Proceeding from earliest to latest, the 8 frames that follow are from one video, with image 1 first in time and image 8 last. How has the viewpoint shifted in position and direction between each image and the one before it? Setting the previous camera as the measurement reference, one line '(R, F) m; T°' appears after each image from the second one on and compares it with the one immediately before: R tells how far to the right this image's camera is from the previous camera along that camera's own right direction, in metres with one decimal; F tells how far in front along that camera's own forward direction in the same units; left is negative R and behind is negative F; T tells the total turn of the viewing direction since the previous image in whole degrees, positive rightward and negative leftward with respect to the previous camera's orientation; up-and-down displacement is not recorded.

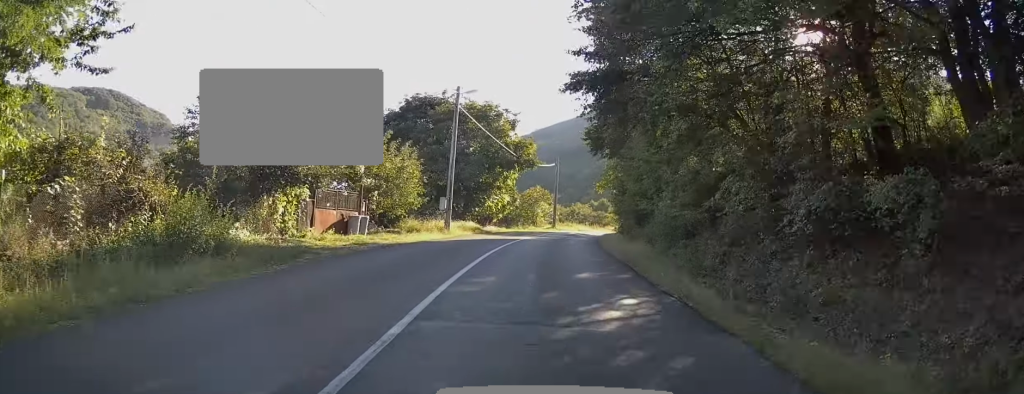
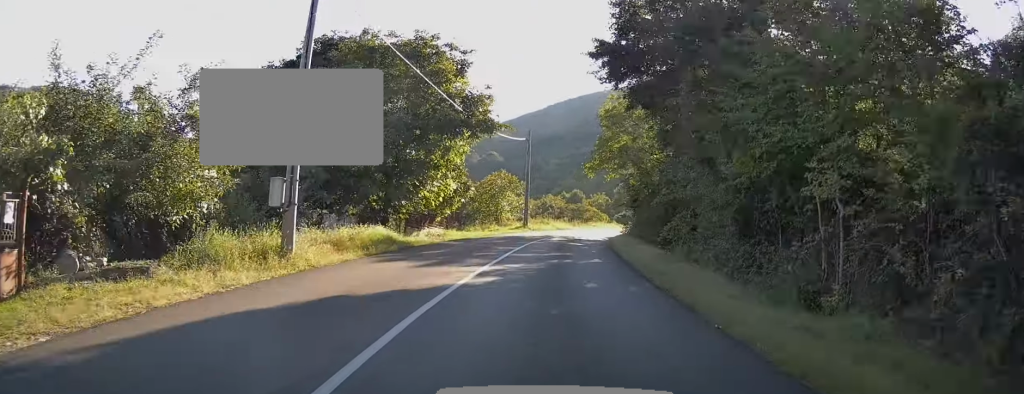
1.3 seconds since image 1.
(+0.6, +18.2) m; +4°
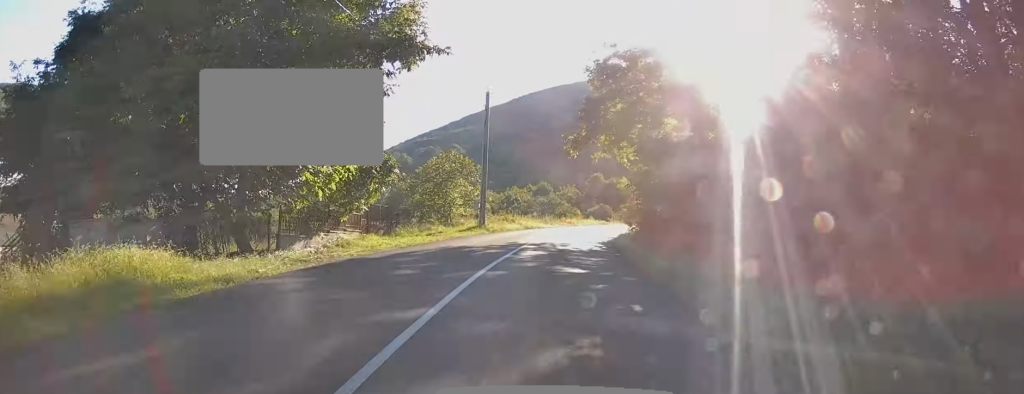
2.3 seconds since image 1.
(+0.5, +13.2) m; +4°
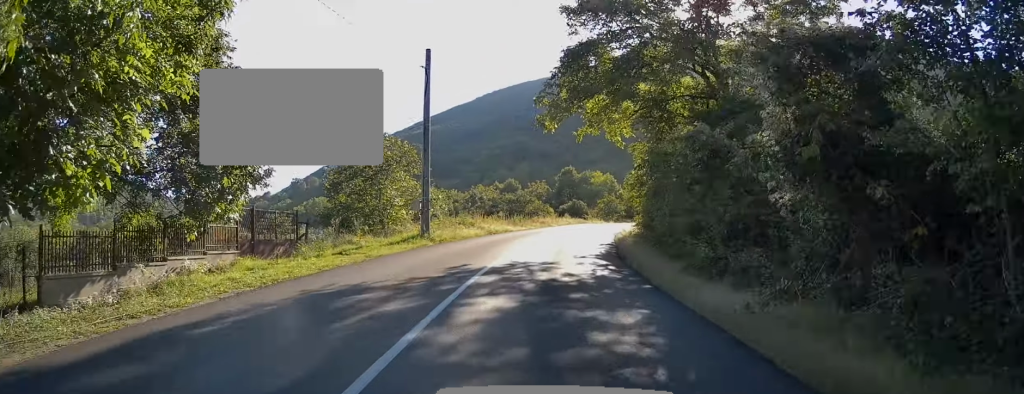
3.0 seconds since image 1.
(+0.3, +9.6) m; +2°
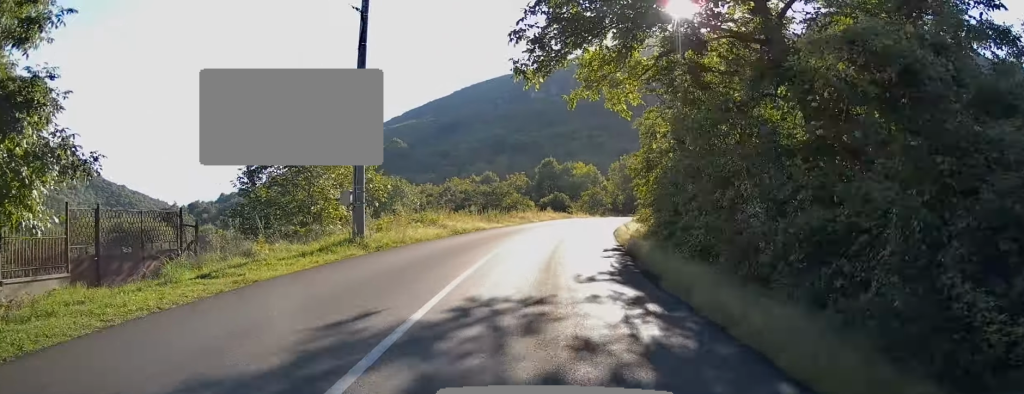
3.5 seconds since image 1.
(+0.1, +6.8) m; +1°
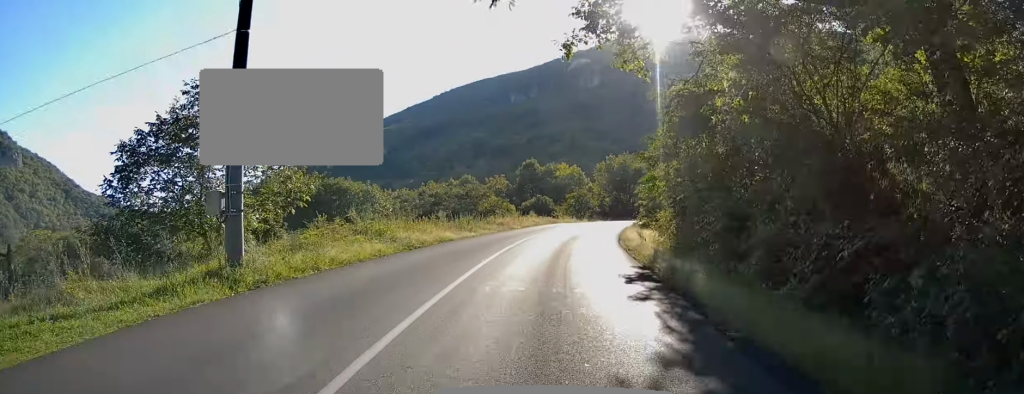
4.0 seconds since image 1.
(0.0, +6.5) m; +1°
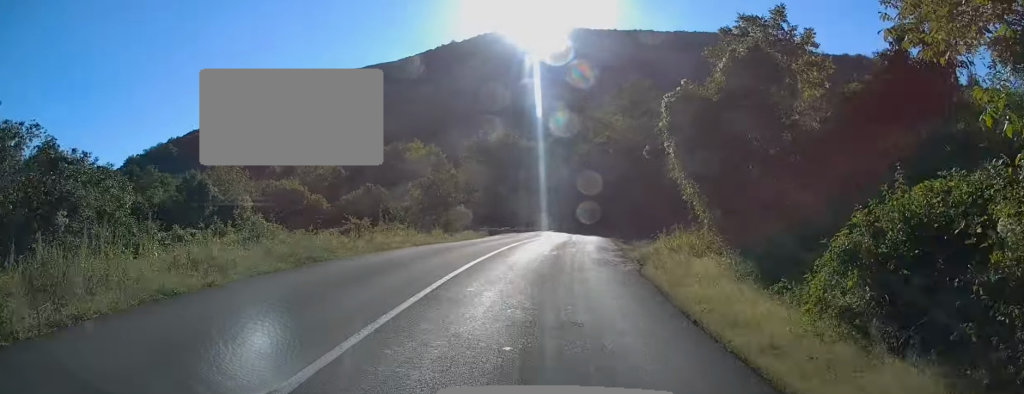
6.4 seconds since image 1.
(+2.1, +34.3) m; +8°
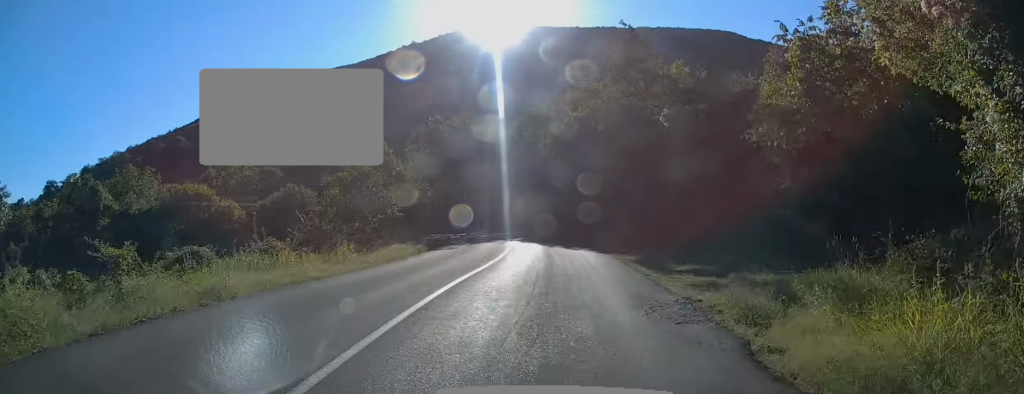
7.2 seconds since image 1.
(+0.4, +11.0) m; +3°
